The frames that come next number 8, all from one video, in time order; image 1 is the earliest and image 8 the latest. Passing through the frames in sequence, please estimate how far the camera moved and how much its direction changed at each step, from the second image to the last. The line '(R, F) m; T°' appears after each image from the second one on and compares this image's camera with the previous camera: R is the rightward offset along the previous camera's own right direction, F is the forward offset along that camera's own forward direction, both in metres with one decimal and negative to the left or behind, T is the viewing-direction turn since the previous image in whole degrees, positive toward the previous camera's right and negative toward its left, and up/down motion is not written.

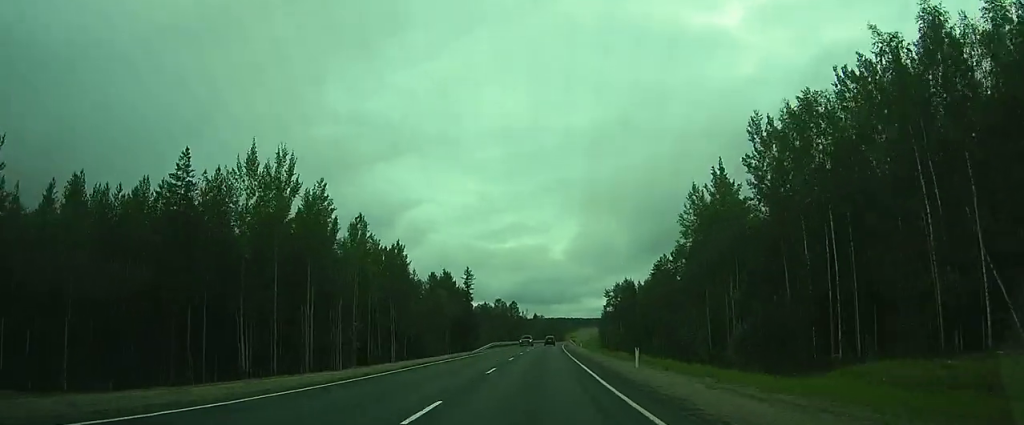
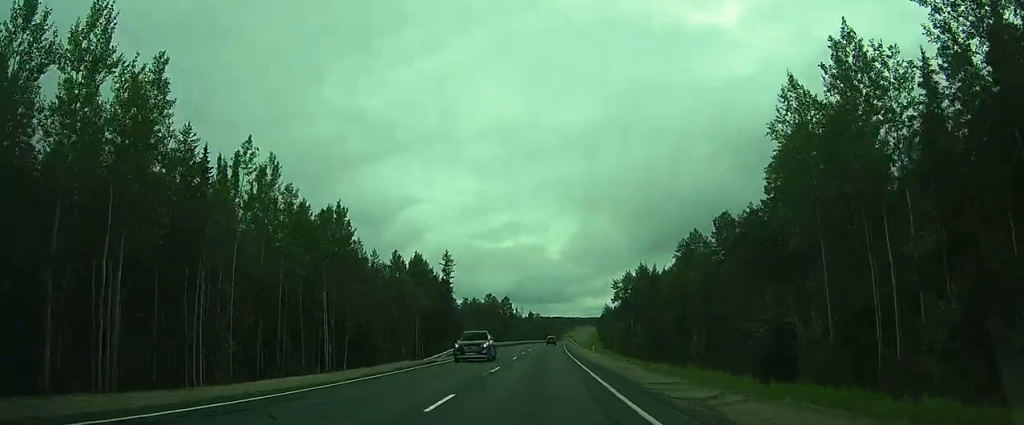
(+0.2, +22.5) m; +2°
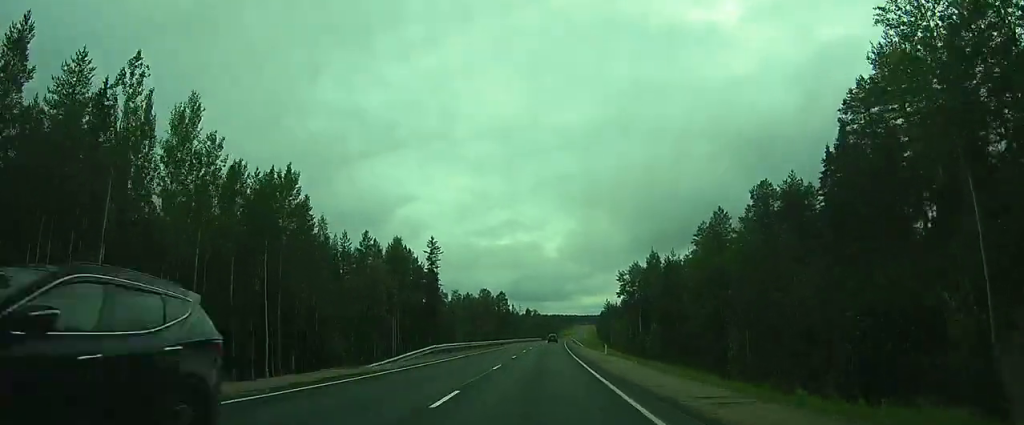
(+0.1, +11.7) m; +1°
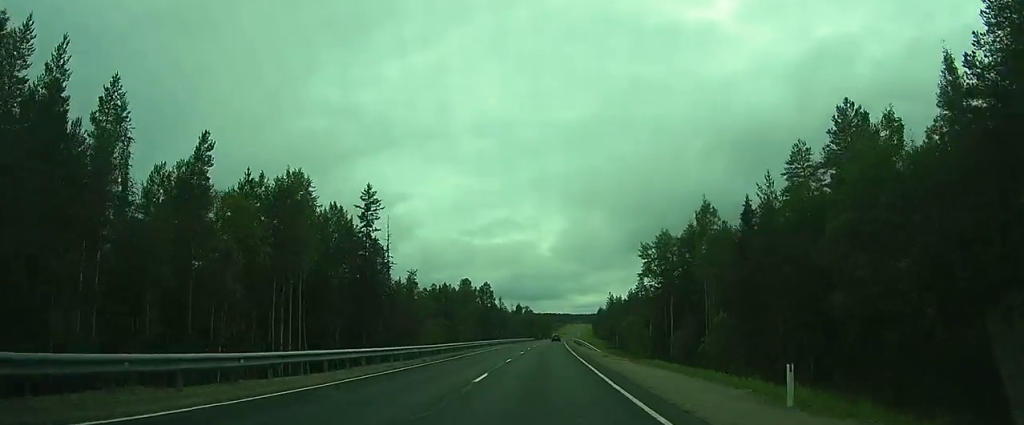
(+0.5, +30.5) m; +1°
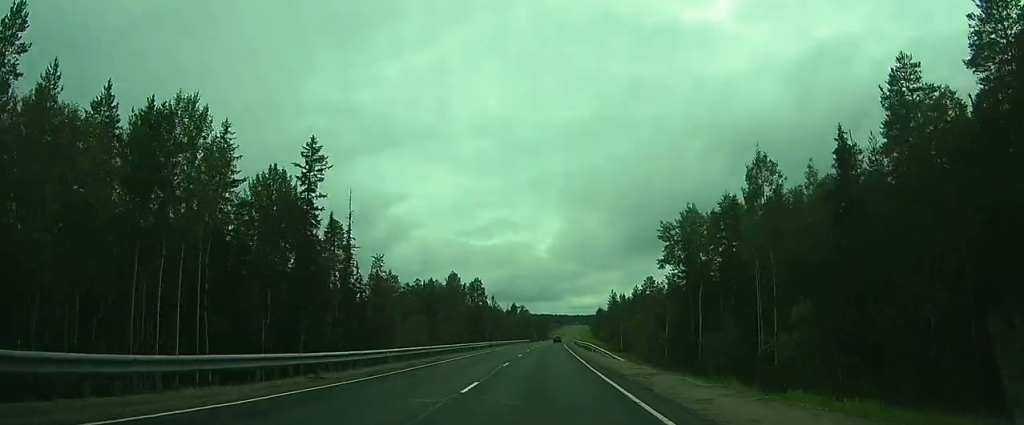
(0.0, +14.8) m; 0°
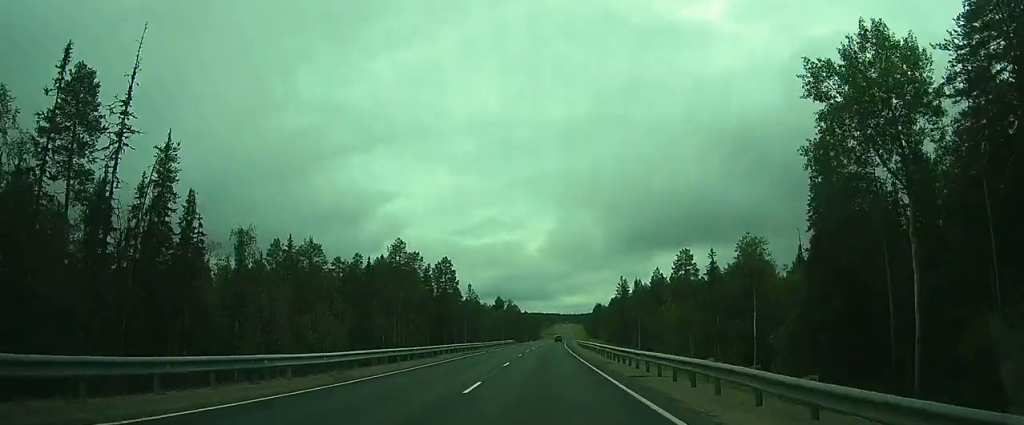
(-0.2, +36.3) m; 0°
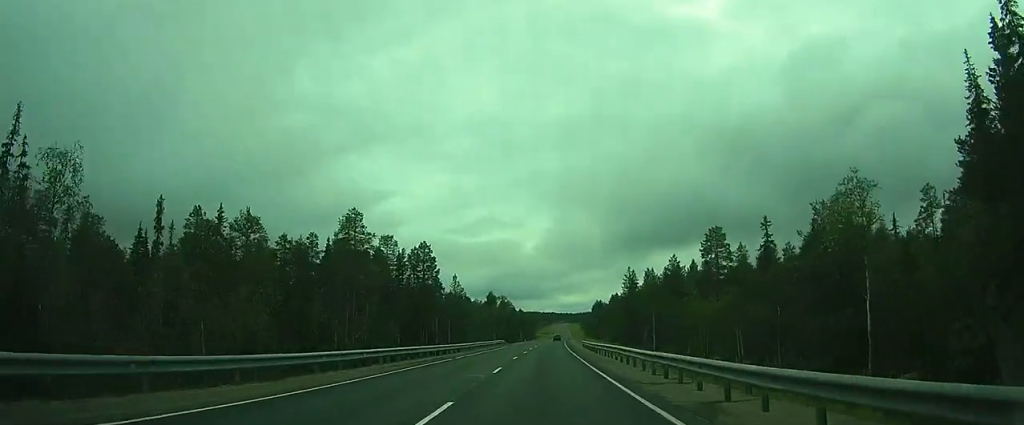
(0.0, +16.8) m; -1°
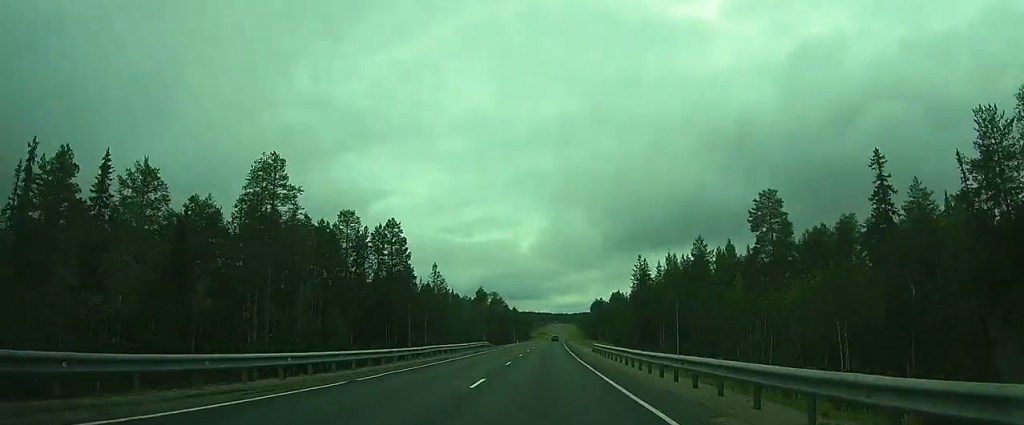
(-0.1, +17.6) m; 0°
